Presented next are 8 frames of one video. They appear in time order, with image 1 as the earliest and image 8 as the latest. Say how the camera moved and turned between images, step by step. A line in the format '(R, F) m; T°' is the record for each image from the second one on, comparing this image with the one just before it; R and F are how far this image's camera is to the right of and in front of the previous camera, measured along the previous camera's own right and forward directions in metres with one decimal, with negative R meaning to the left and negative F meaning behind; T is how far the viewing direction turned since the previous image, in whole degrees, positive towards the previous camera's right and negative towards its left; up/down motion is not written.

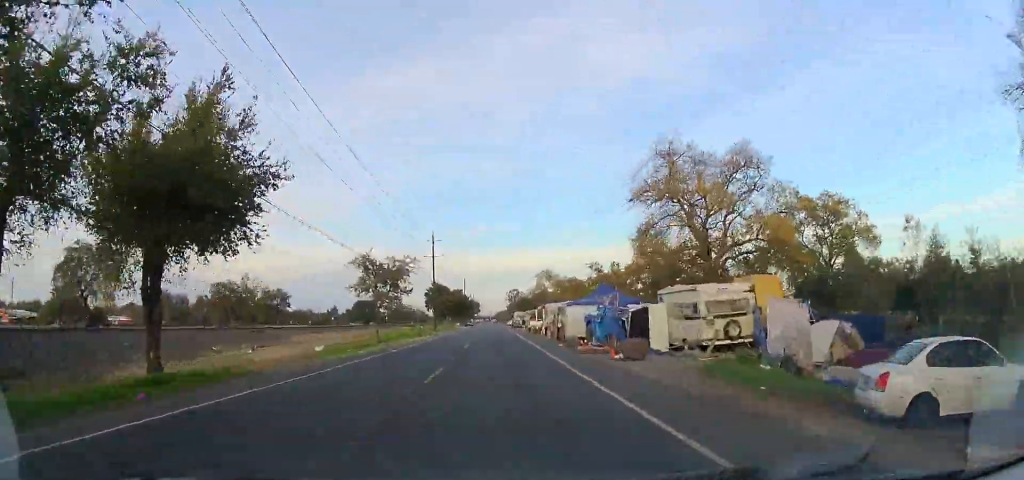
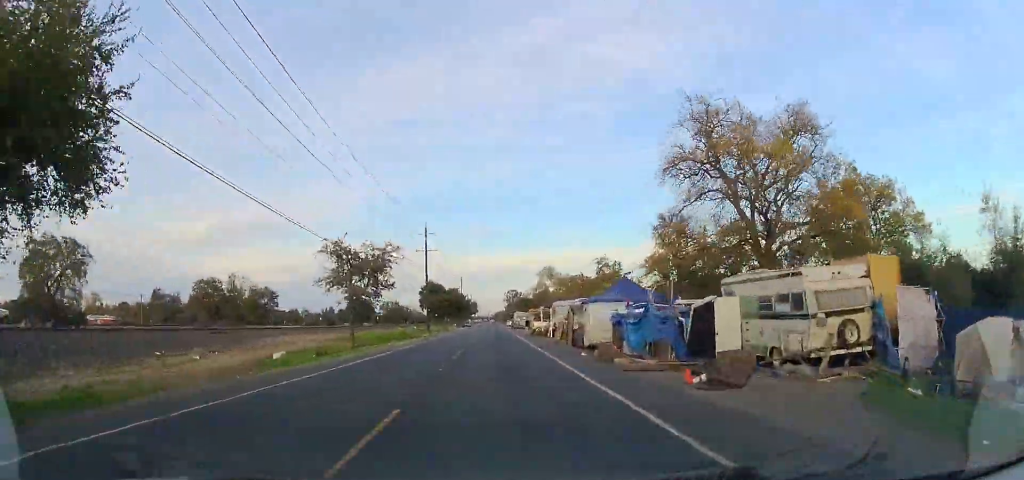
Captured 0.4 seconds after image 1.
(-0.1, +7.1) m; +1°
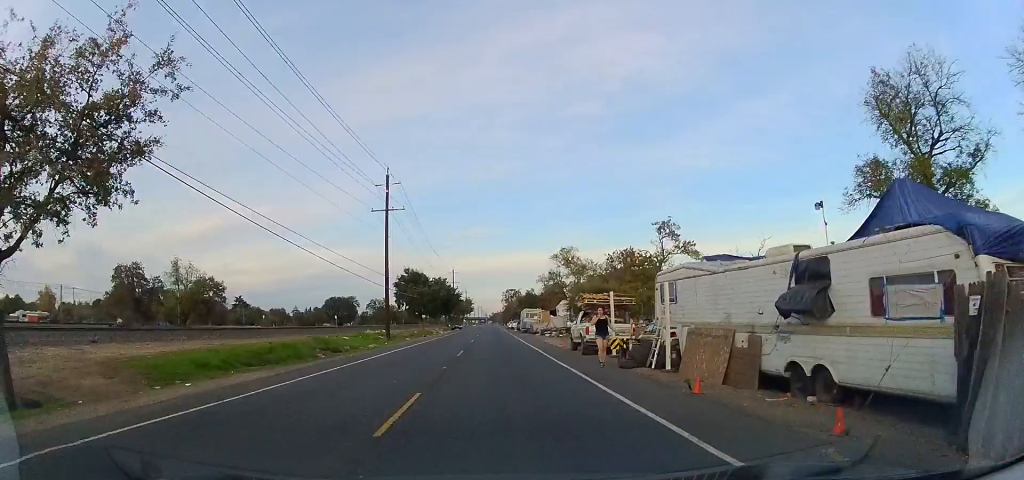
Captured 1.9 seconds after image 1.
(+1.1, +27.1) m; +1°
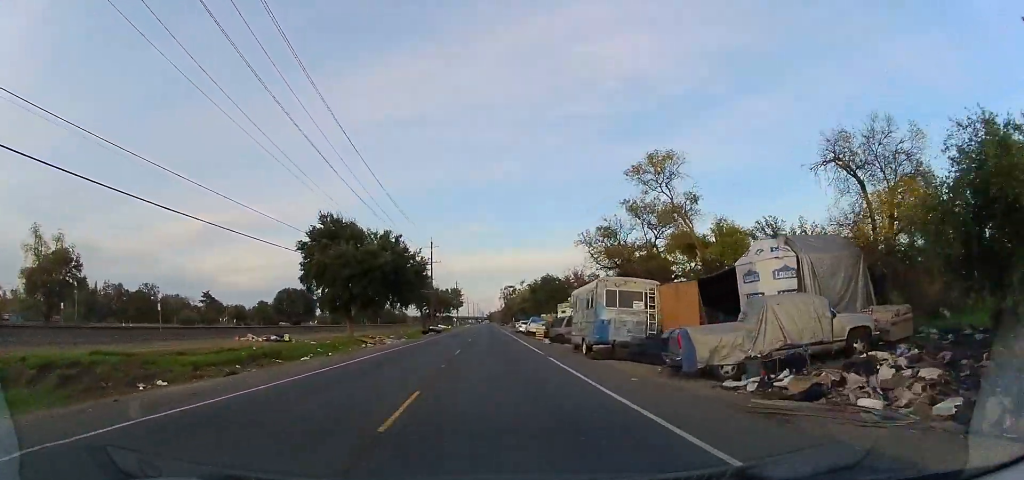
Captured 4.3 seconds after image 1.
(-1.0, +43.0) m; 0°
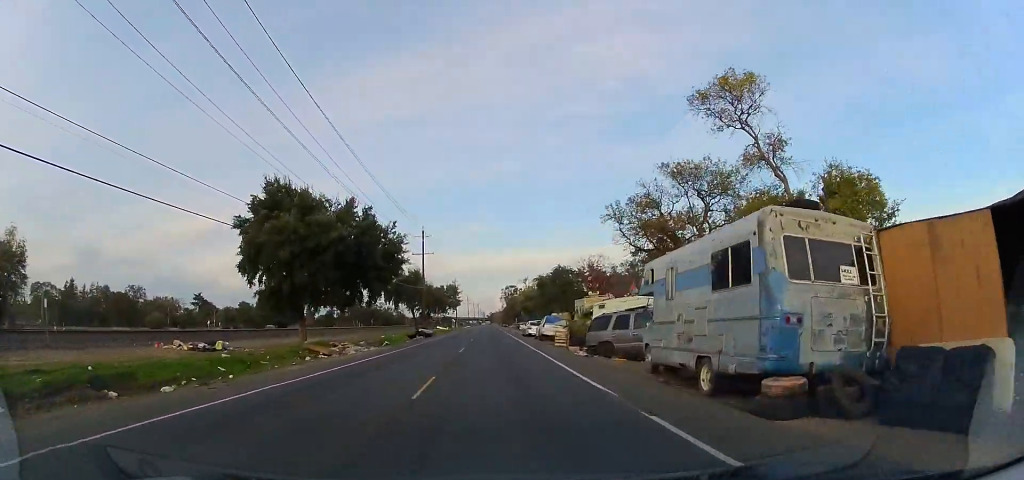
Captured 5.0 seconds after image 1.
(+0.1, +11.5) m; 0°
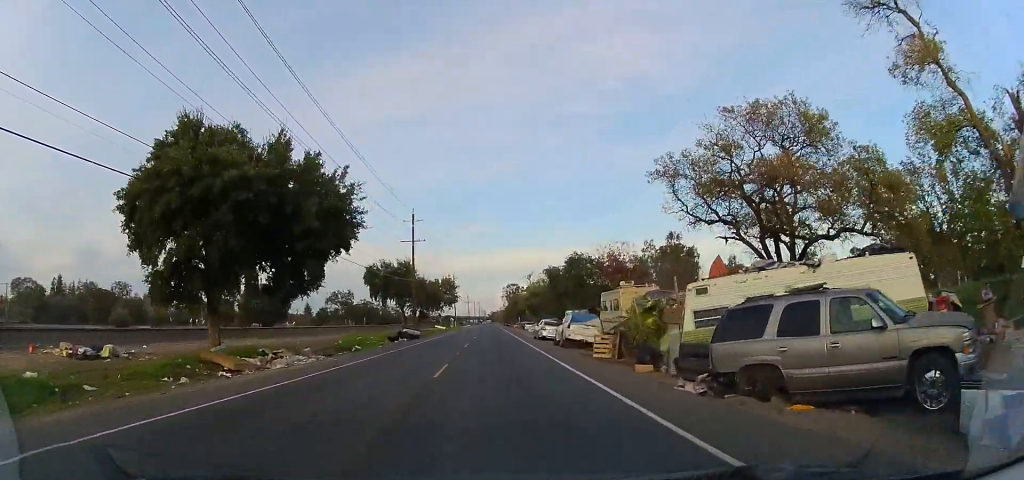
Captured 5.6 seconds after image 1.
(0.0, +11.0) m; 0°
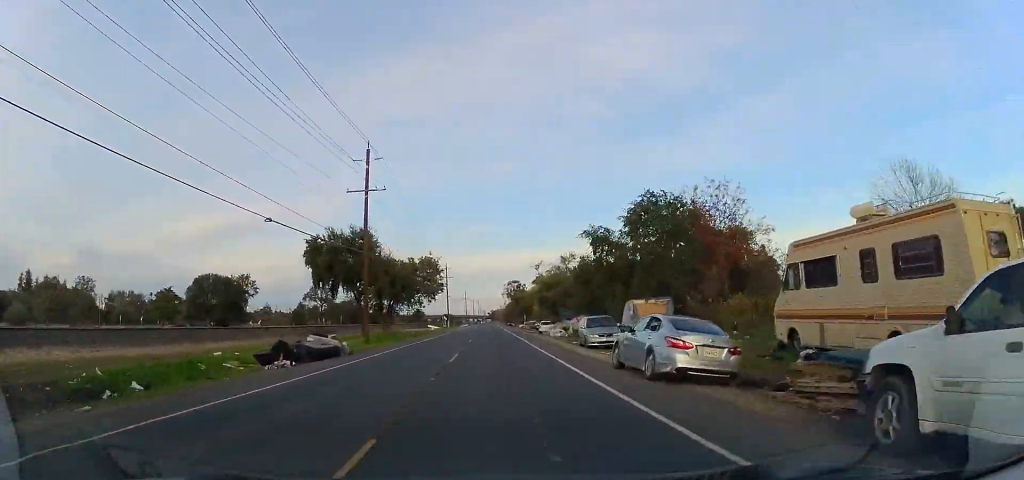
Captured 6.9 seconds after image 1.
(-0.2, +24.9) m; -1°
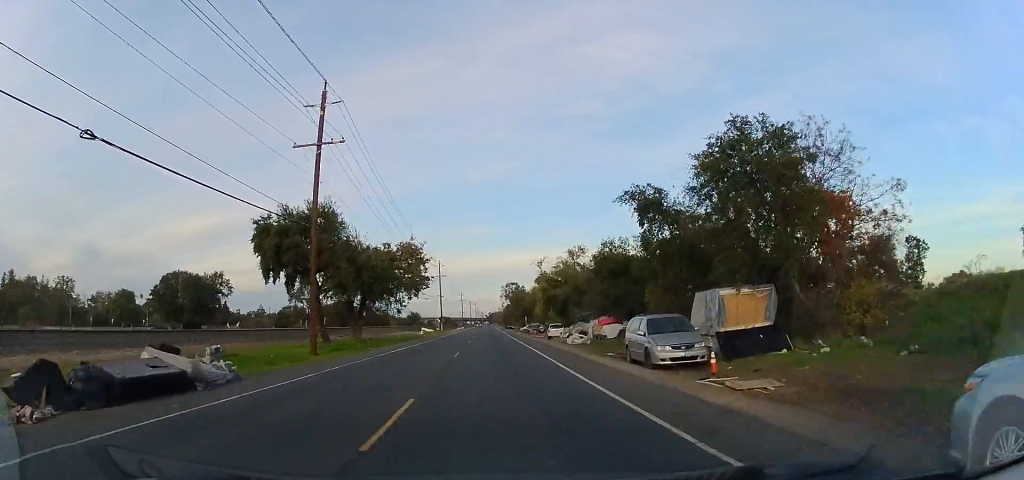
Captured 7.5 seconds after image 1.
(0.0, +11.3) m; 0°
